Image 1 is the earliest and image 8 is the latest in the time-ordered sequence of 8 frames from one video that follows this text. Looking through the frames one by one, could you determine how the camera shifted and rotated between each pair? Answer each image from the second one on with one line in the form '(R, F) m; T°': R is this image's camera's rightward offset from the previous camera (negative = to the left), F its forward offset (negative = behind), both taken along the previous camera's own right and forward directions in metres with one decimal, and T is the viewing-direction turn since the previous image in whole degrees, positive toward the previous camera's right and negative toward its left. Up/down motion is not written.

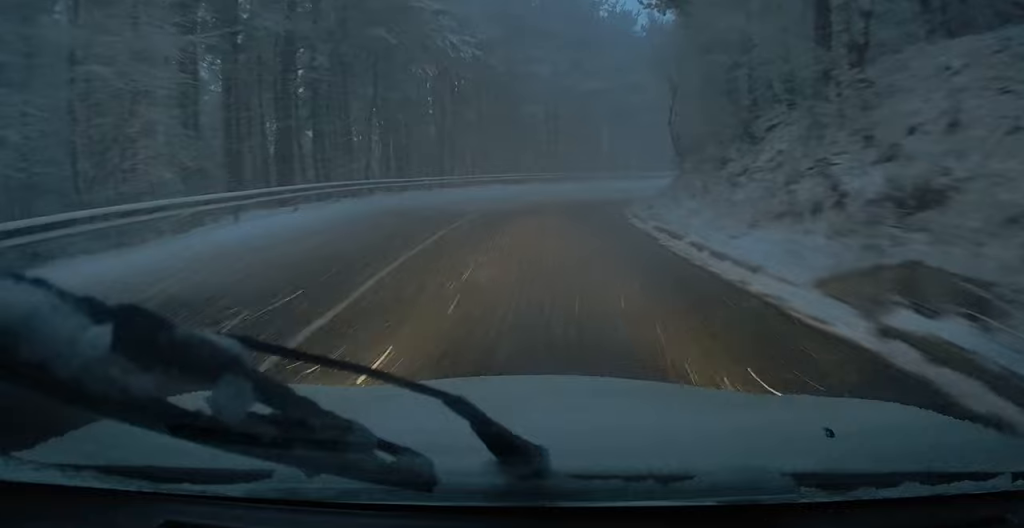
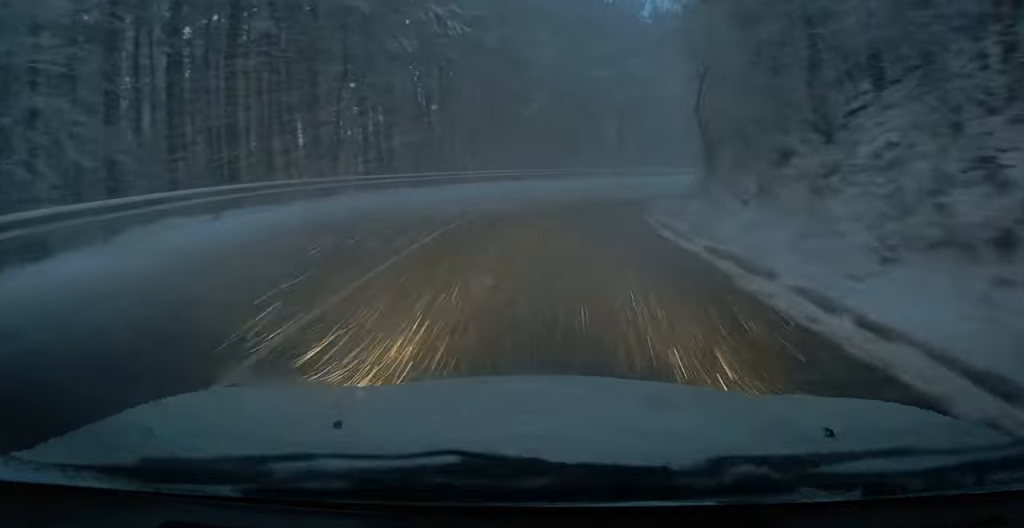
(+0.2, +4.4) m; +2°
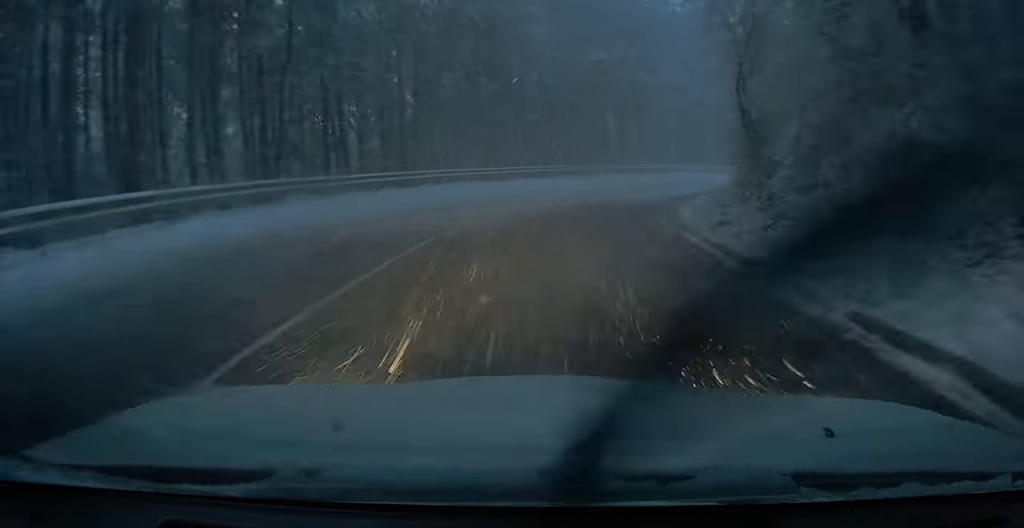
(+0.1, +5.1) m; +2°
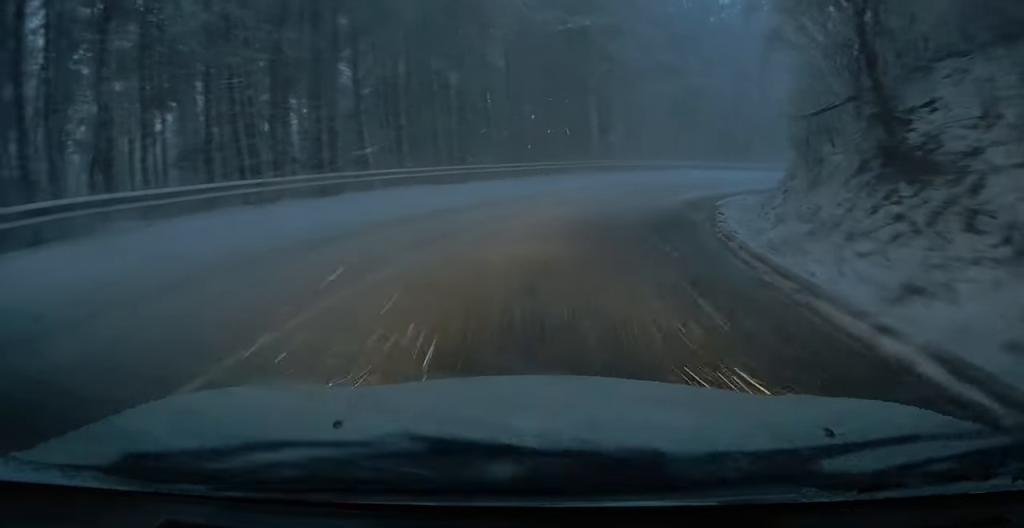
(+0.2, +8.1) m; +3°
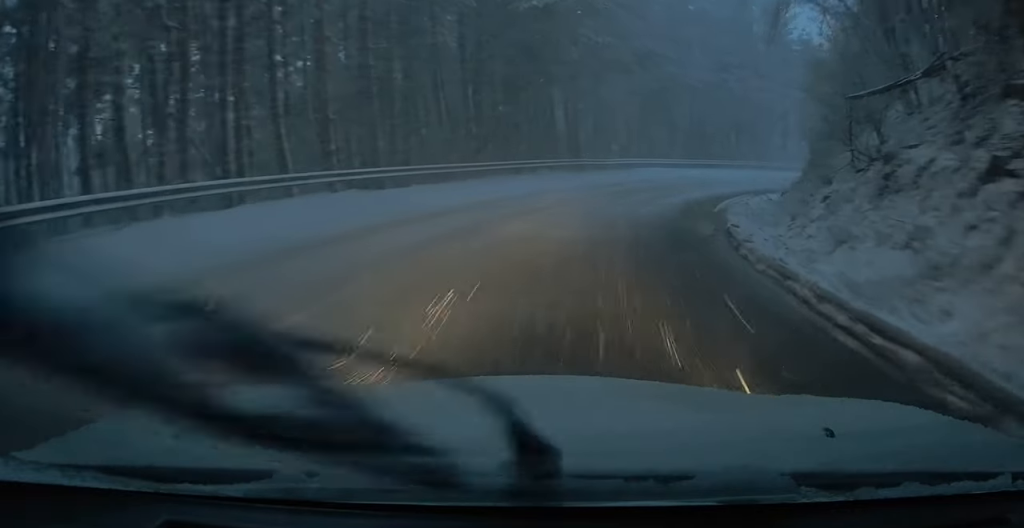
(+0.2, +4.6) m; +1°
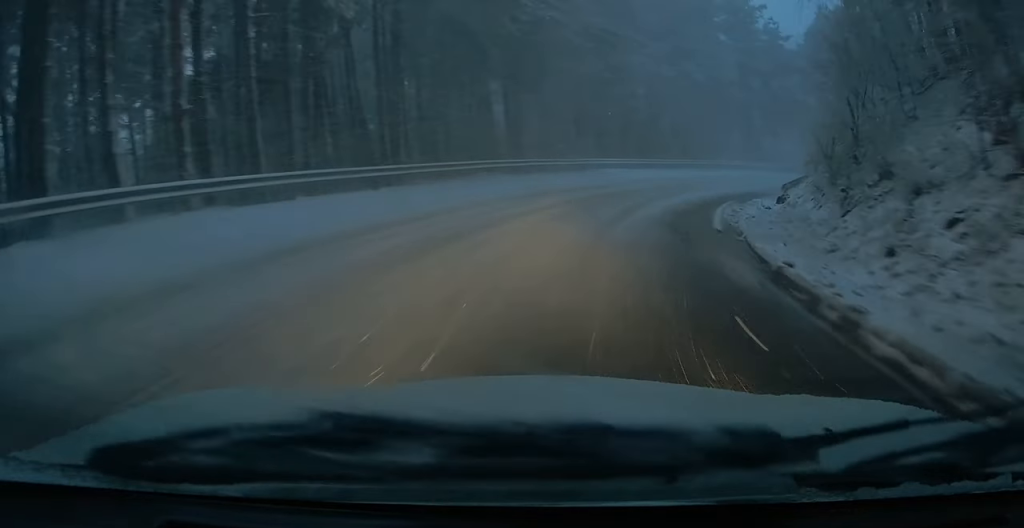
(-0.3, +5.6) m; +4°
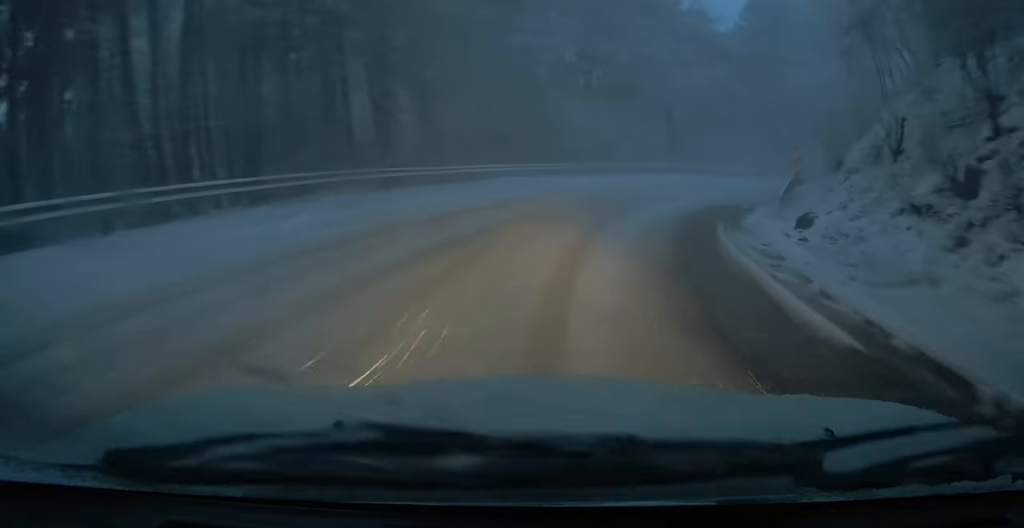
(+1.1, +8.4) m; +9°
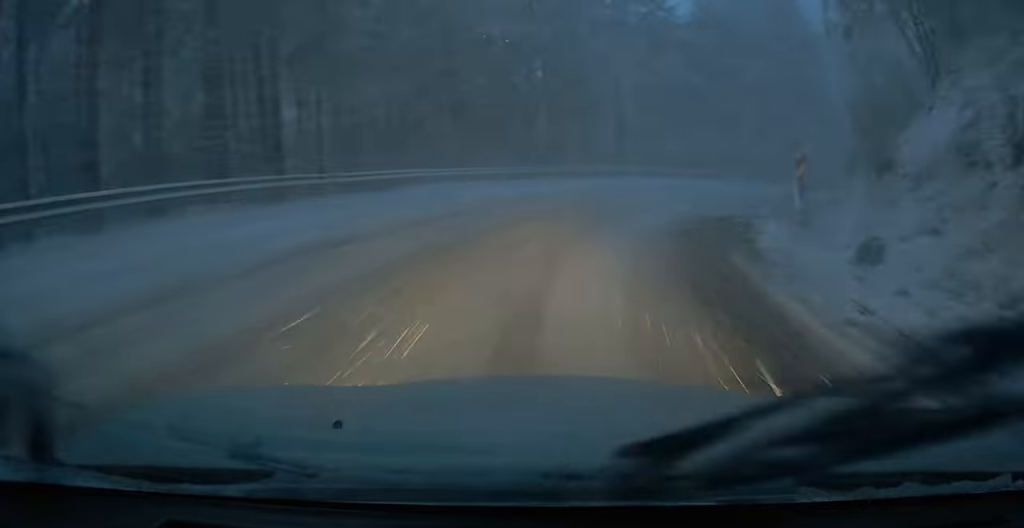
(0.0, +4.8) m; +1°
